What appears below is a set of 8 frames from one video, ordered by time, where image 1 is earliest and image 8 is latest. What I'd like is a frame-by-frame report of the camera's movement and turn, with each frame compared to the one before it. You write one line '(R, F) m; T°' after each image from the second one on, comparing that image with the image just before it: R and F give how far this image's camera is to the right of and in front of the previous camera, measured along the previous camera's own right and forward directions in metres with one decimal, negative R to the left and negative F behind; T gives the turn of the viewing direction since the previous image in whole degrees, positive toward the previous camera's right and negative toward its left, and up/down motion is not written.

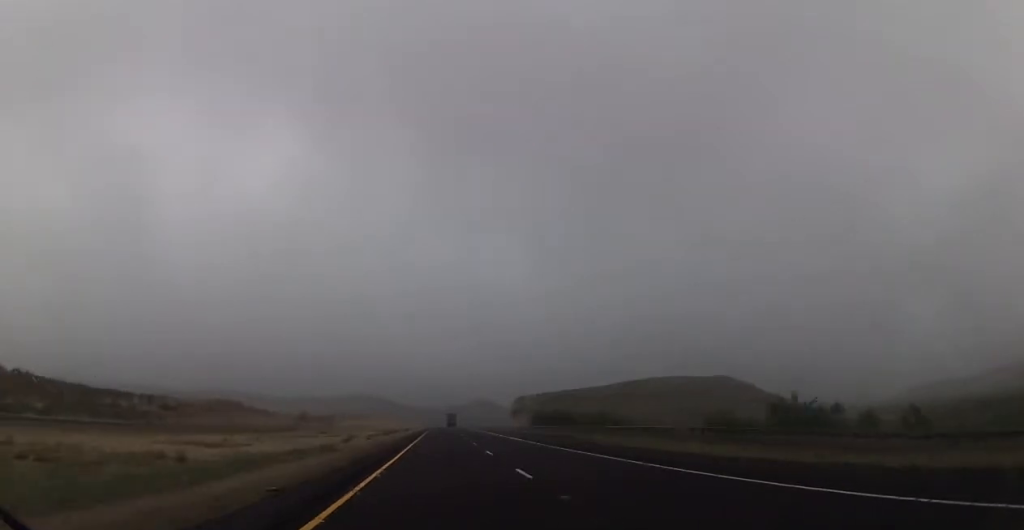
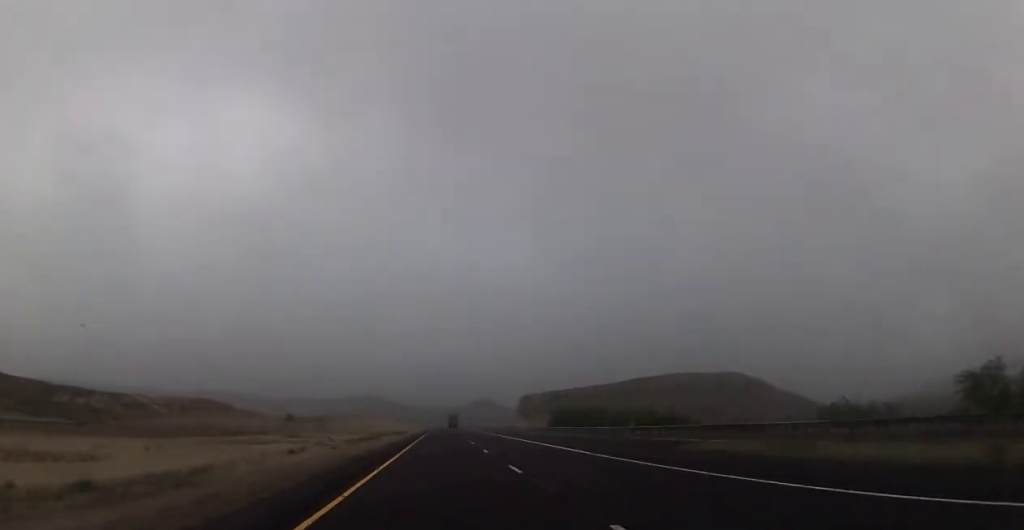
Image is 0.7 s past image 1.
(+0.1, +23.1) m; 0°
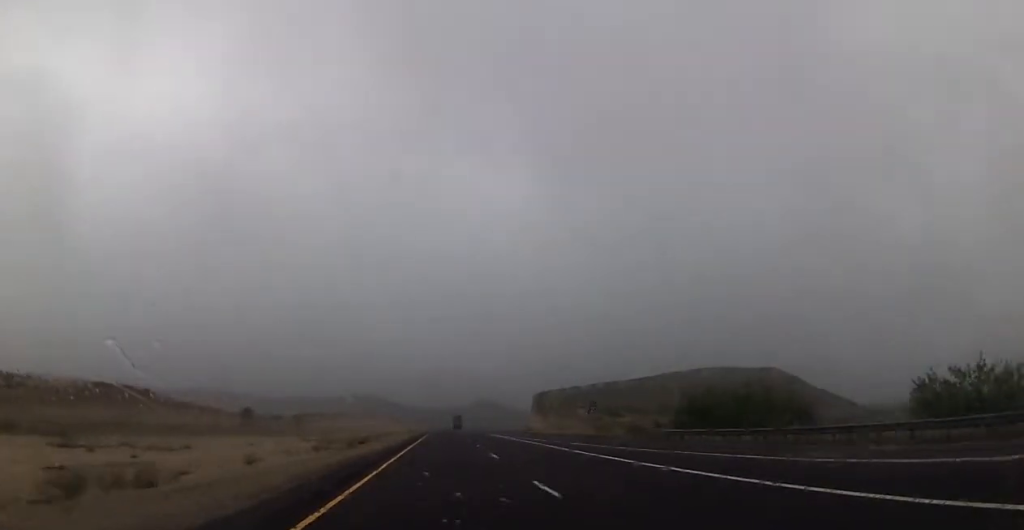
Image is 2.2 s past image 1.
(-0.5, +54.2) m; -1°
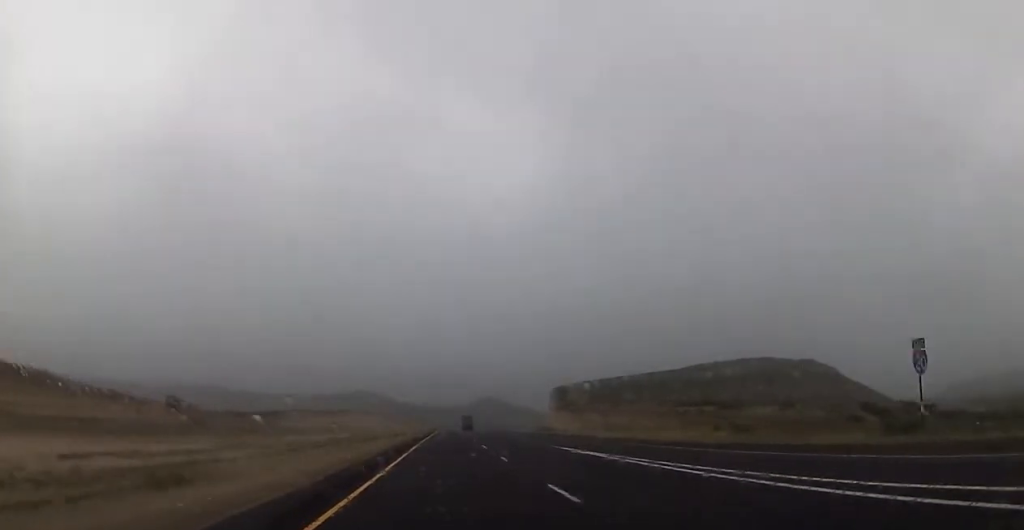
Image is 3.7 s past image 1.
(+0.4, +49.6) m; +1°
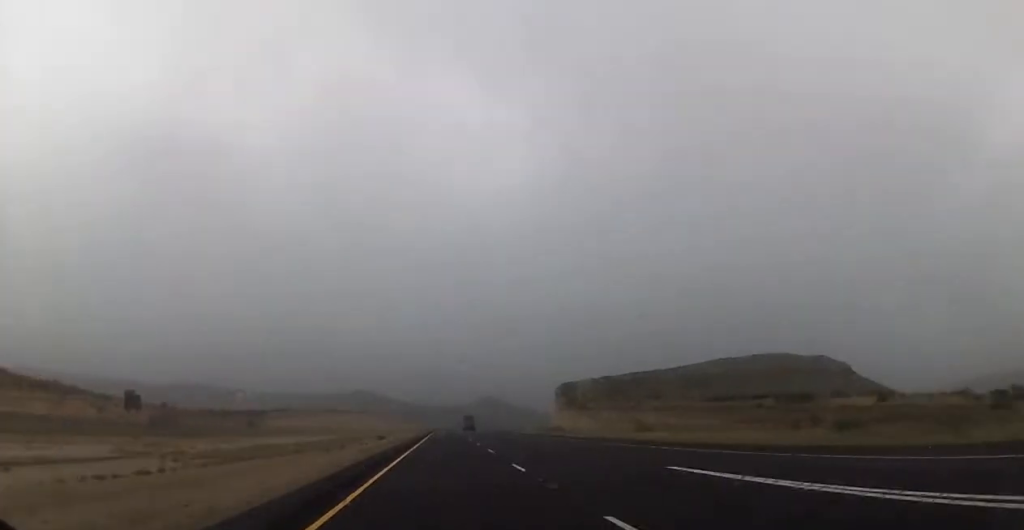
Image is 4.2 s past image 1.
(0.0, +17.3) m; 0°
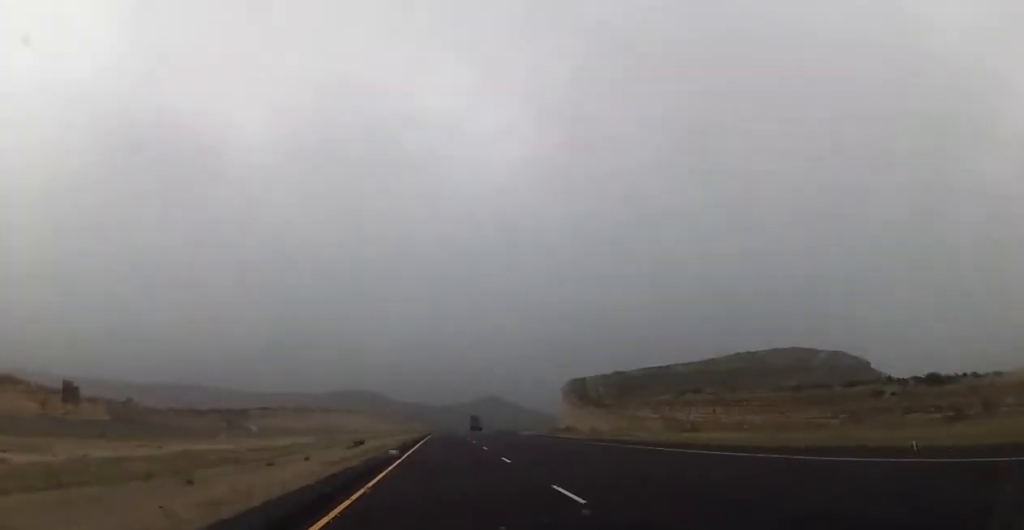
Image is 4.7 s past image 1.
(0.0, +19.6) m; 0°
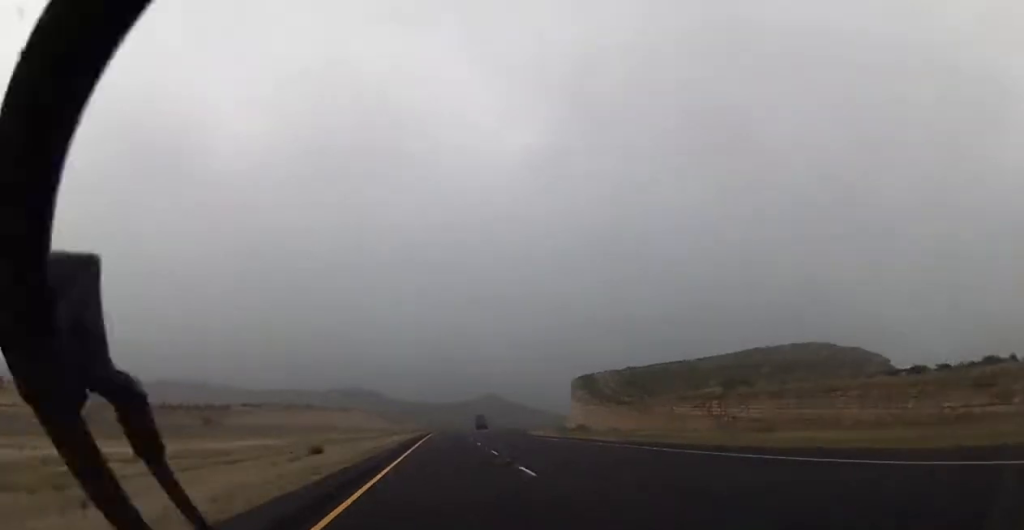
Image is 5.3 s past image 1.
(0.0, +18.5) m; 0°
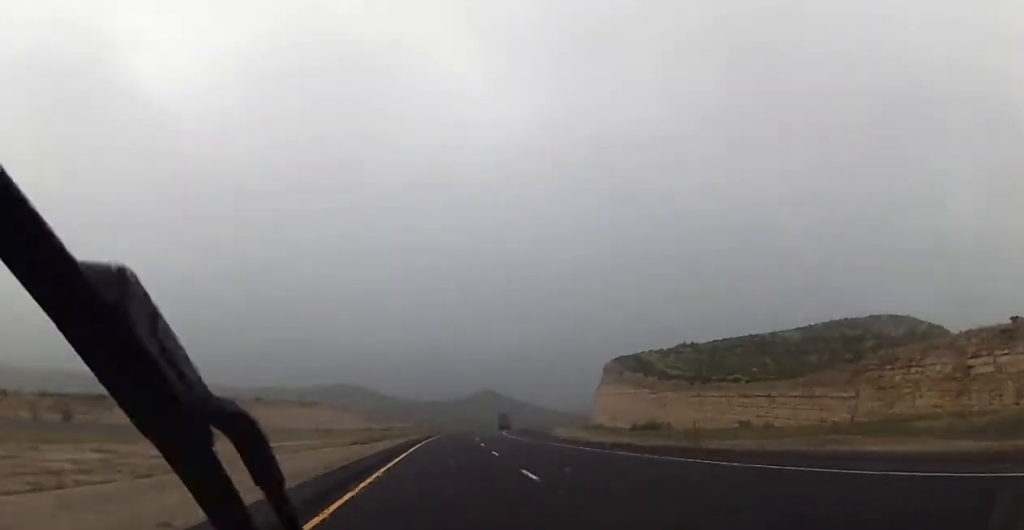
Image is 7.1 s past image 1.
(0.0, +62.2) m; 0°
